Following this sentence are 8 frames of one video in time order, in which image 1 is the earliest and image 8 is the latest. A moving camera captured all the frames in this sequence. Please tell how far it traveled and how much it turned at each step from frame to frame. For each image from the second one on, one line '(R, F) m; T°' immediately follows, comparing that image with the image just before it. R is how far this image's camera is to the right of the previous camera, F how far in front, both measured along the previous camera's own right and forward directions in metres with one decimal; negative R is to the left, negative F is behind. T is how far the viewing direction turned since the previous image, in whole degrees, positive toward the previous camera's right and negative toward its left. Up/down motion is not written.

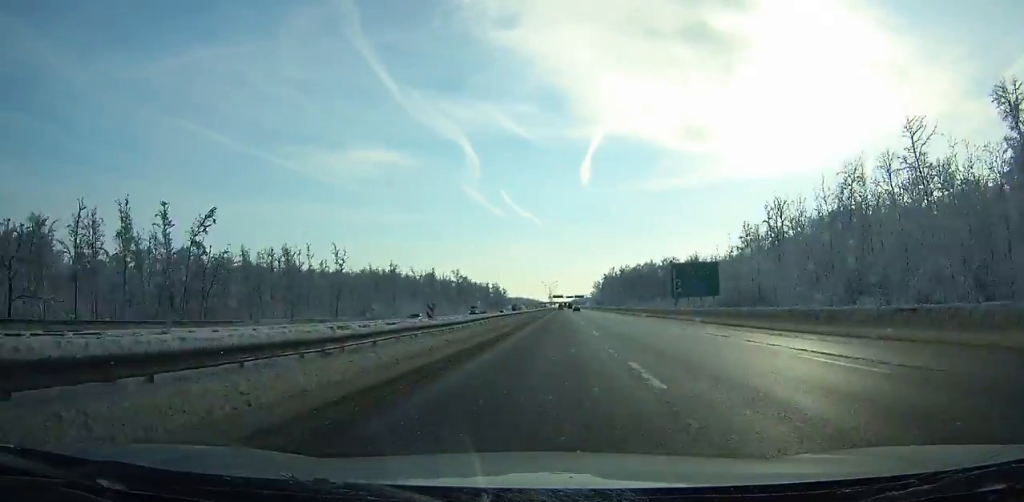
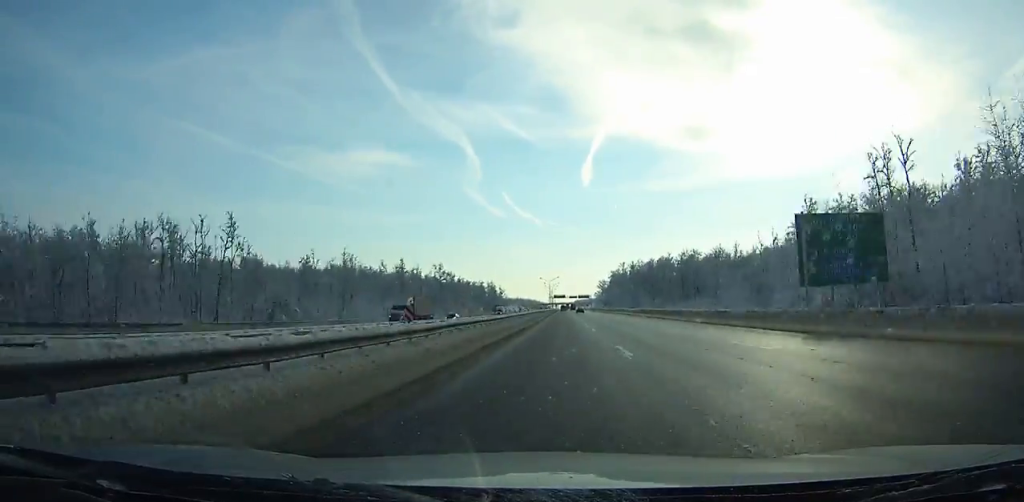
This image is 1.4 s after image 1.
(0.0, +41.6) m; 0°
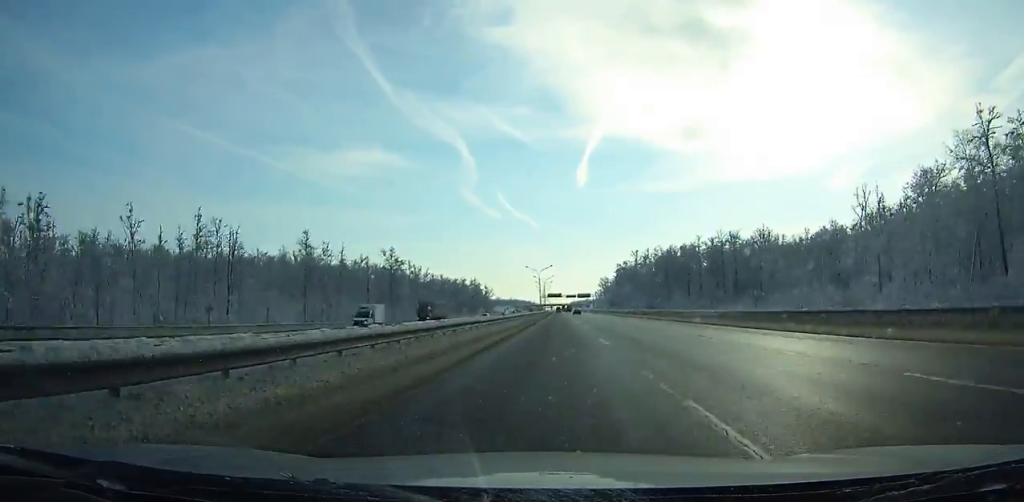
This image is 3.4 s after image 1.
(-0.1, +59.1) m; 0°
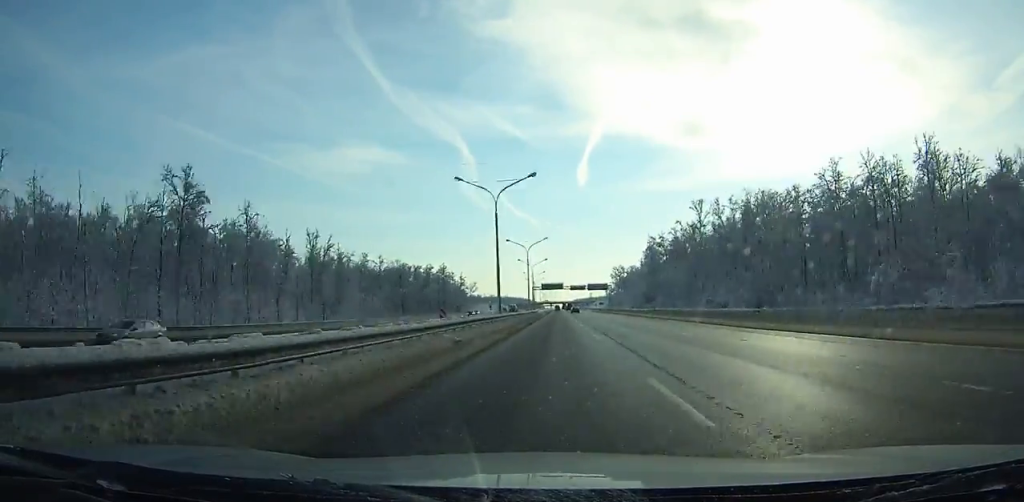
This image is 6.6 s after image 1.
(-0.2, +94.3) m; 0°
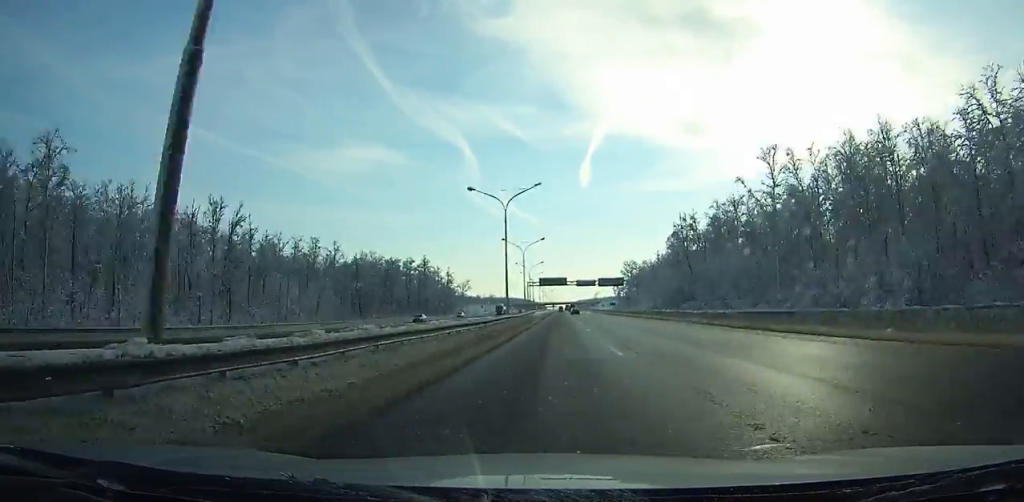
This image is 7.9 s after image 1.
(0.0, +38.1) m; 0°
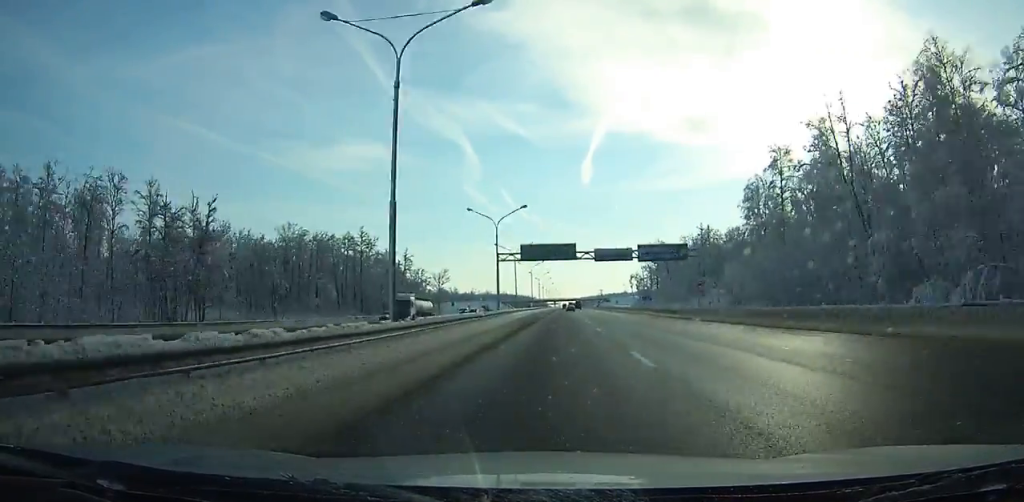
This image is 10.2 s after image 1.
(-0.2, +67.2) m; 0°
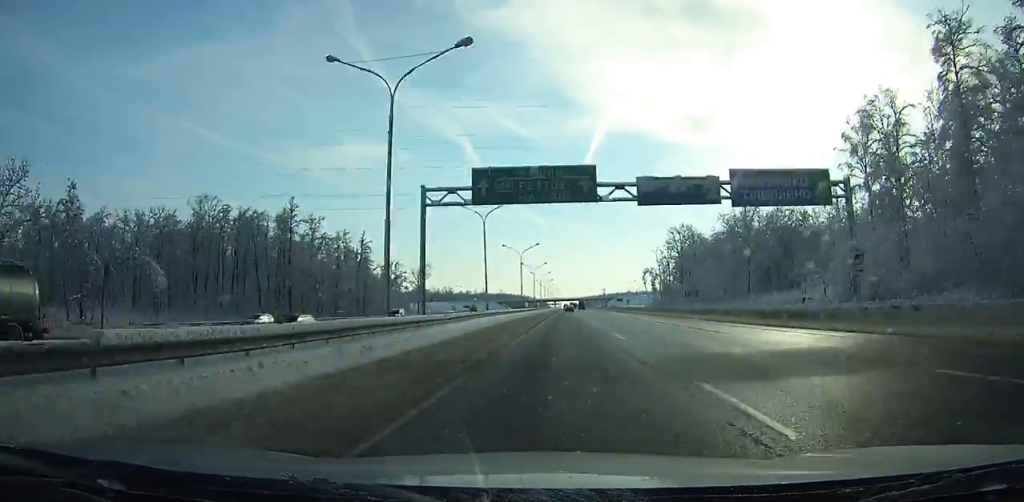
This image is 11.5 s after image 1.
(0.0, +37.9) m; 0°
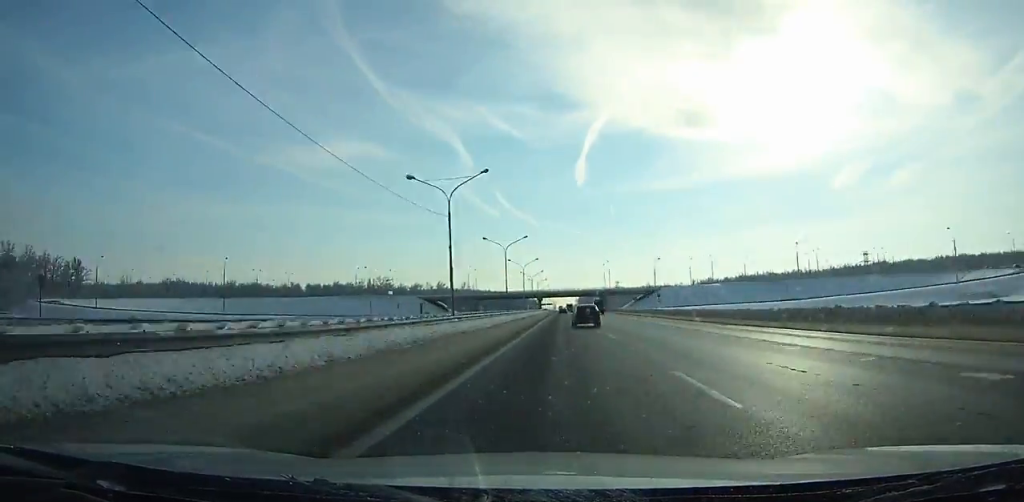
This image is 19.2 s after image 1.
(+1.0, +222.3) m; 0°
